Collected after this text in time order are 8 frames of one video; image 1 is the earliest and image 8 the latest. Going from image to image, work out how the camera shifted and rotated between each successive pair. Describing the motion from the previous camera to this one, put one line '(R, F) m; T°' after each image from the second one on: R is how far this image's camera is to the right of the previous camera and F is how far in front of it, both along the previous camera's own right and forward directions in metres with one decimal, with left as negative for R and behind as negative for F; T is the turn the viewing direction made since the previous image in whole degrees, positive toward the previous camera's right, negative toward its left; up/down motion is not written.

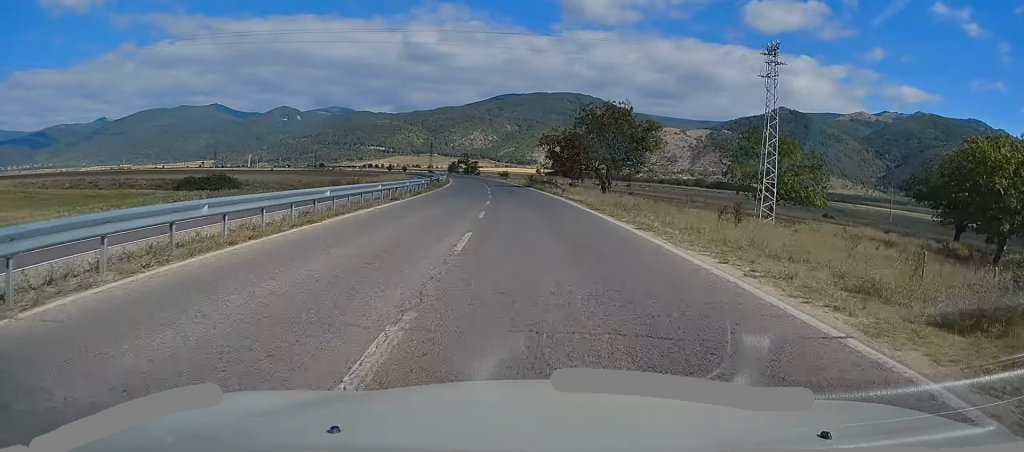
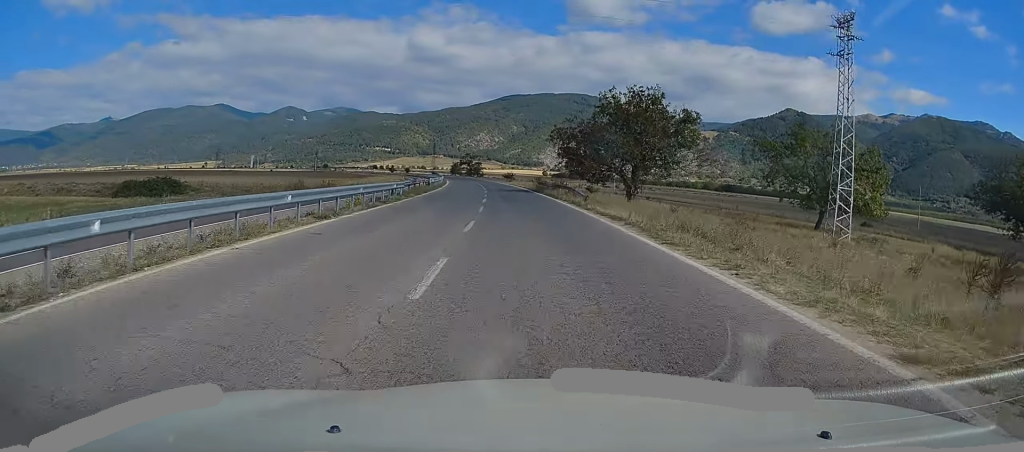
(-0.1, +11.3) m; -1°
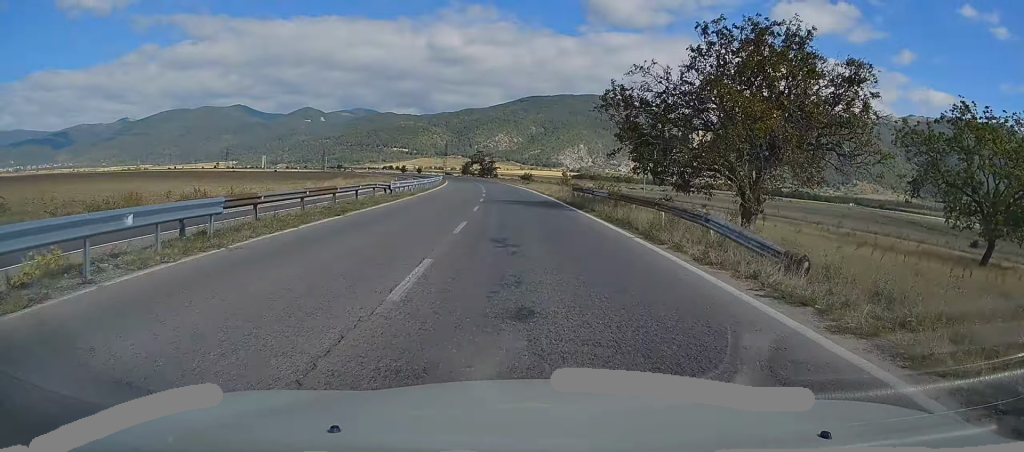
(-0.2, +23.3) m; -1°
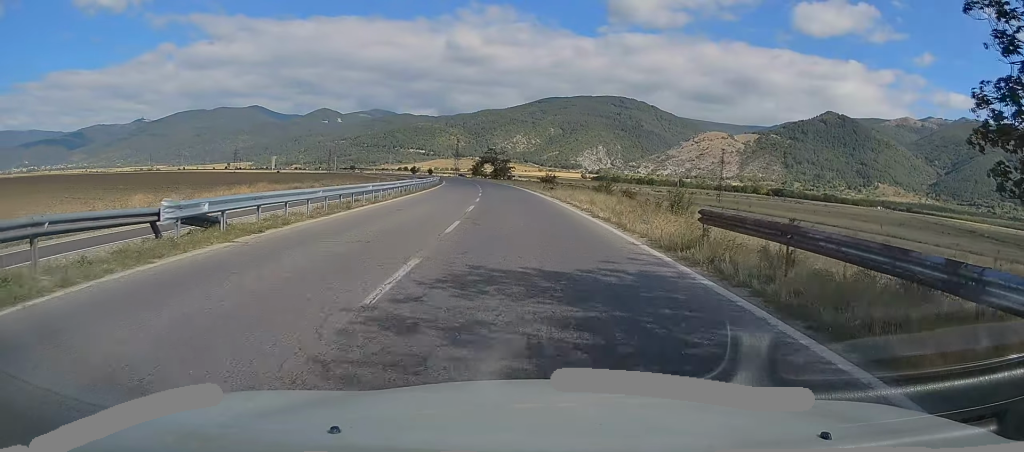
(-0.4, +23.2) m; -2°
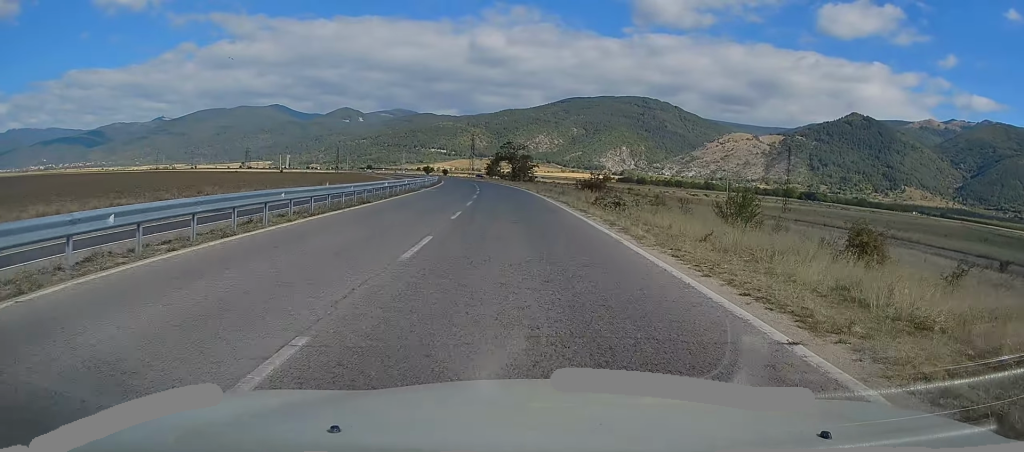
(-0.3, +27.3) m; -2°
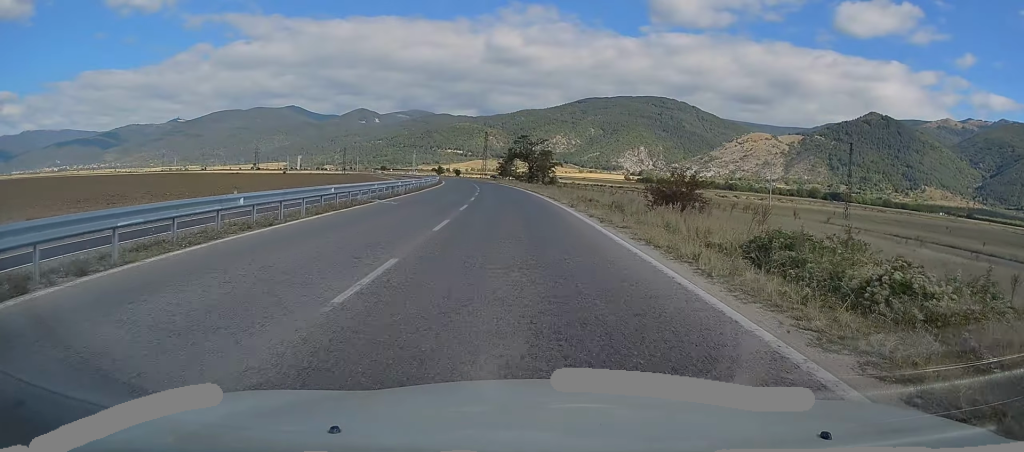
(-0.3, +18.9) m; -2°
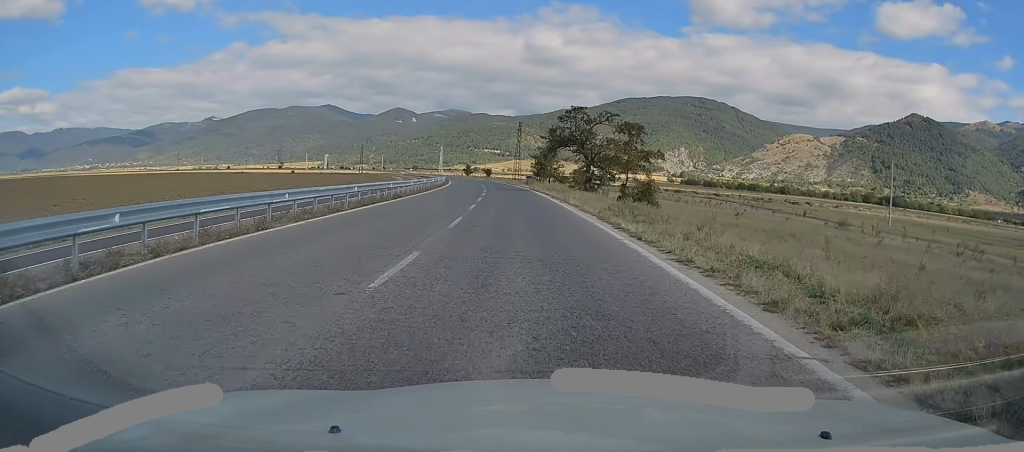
(-1.0, +37.6) m; -3°
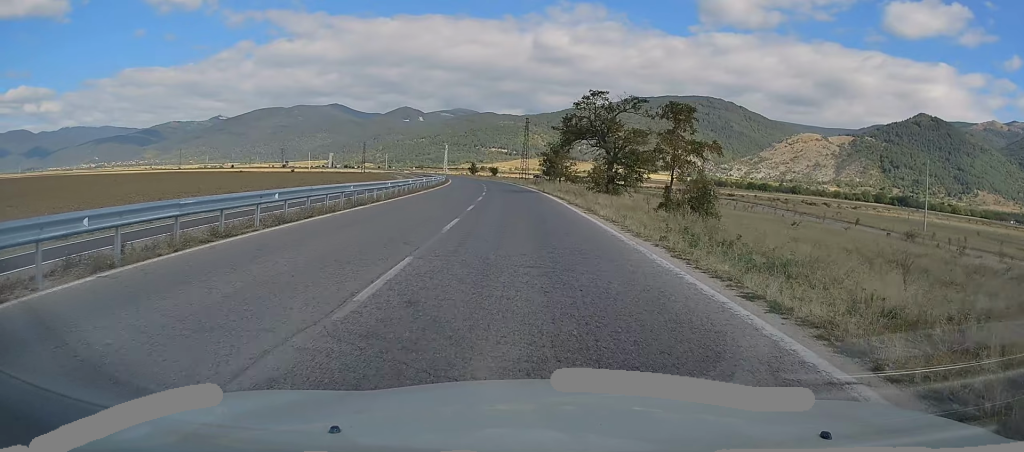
(0.0, +9.0) m; -1°
